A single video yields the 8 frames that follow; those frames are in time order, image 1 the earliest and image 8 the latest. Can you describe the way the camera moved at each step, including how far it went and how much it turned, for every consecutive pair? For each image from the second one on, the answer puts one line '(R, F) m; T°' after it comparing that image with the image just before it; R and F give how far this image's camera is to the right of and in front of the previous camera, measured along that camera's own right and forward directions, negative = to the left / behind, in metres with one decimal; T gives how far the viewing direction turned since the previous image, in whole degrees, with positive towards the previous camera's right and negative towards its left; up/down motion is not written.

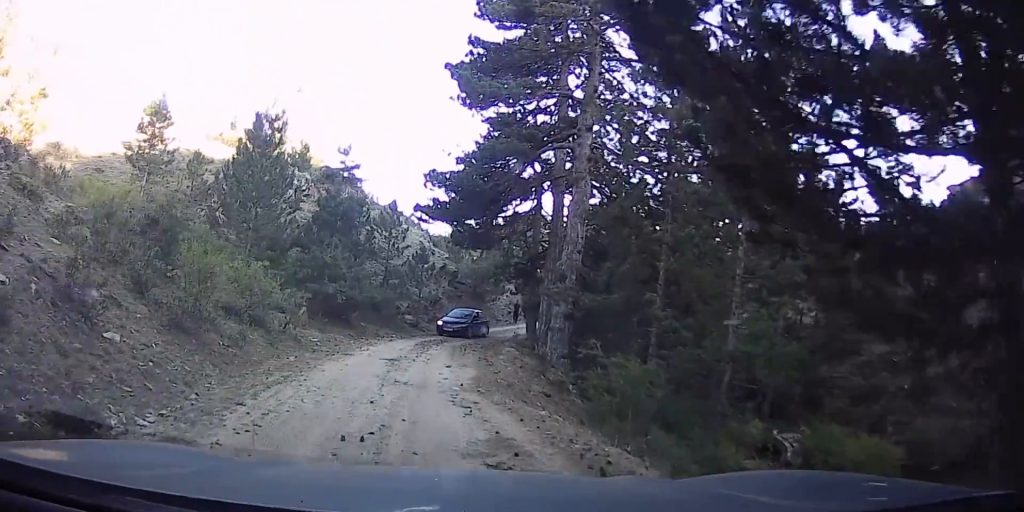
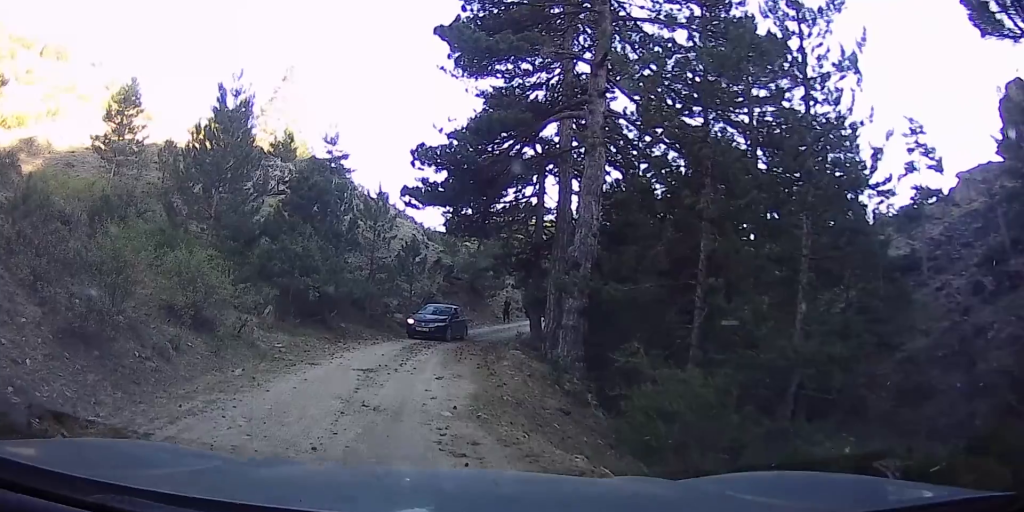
(0.0, +2.2) m; 0°
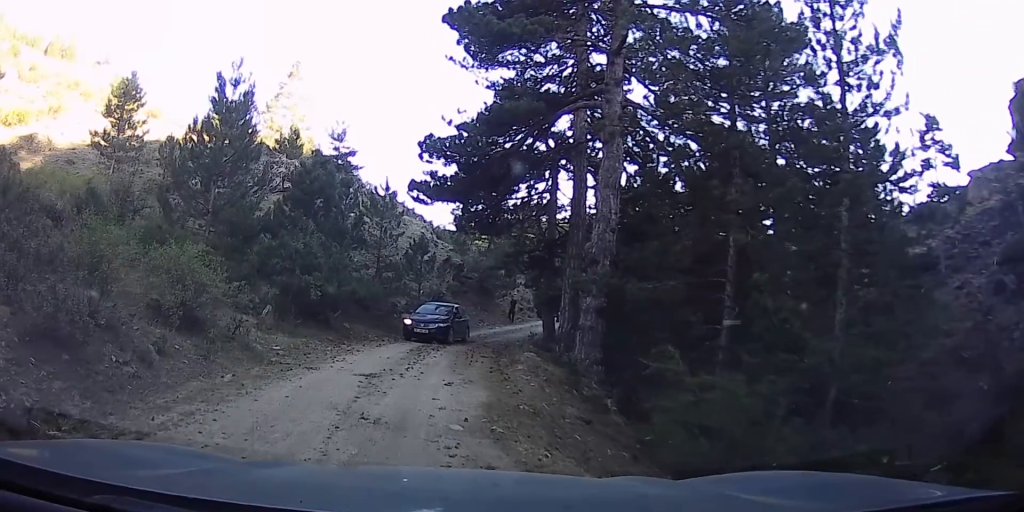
(0.0, +0.5) m; 0°
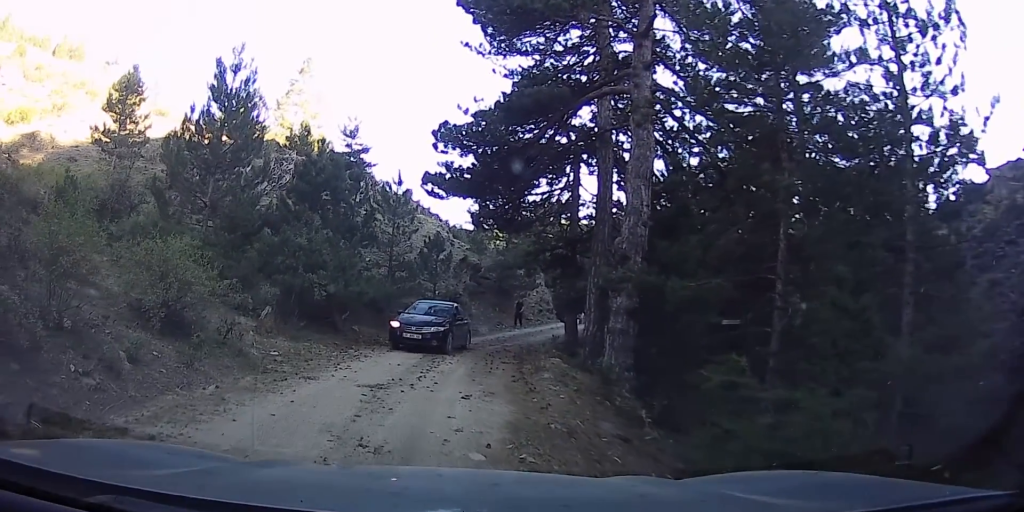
(0.0, +0.4) m; 0°
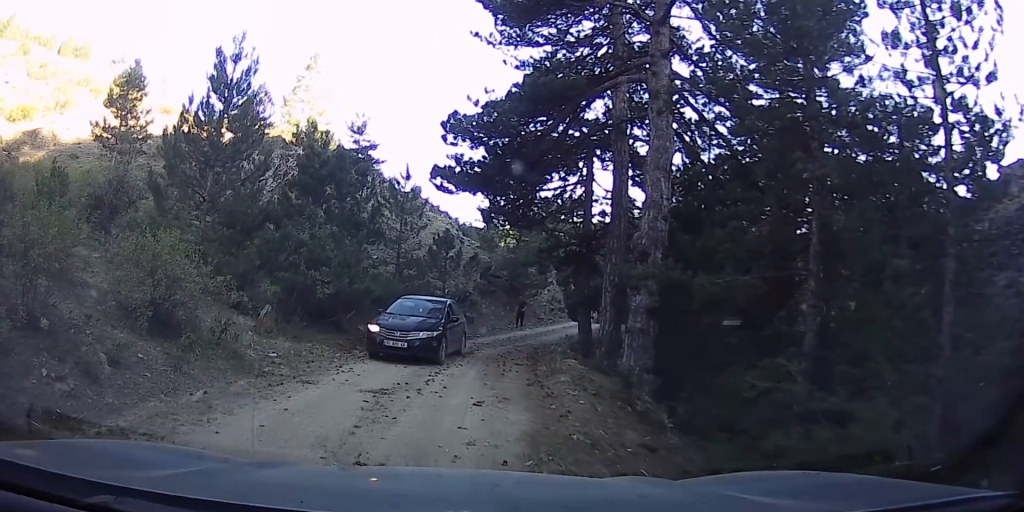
(0.0, +0.2) m; 0°
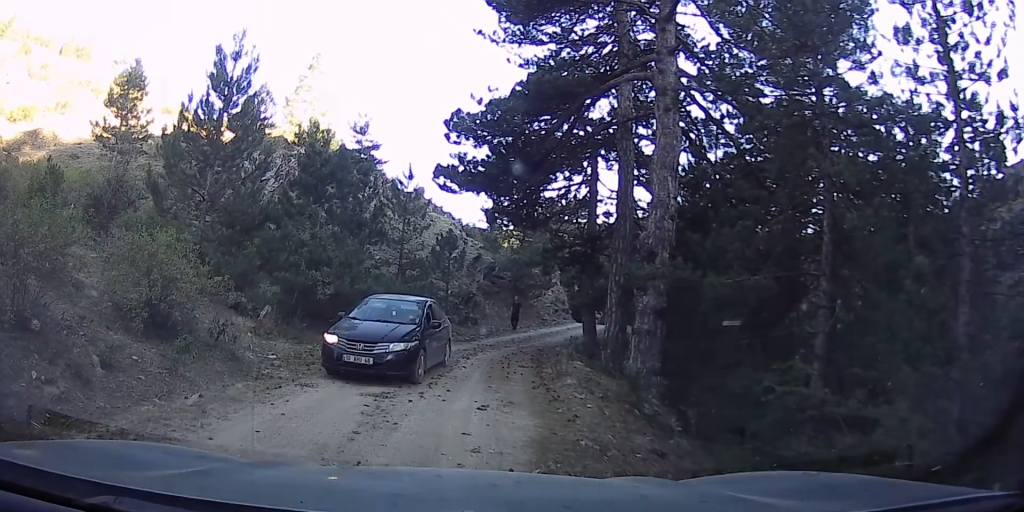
(0.0, +0.2) m; 0°
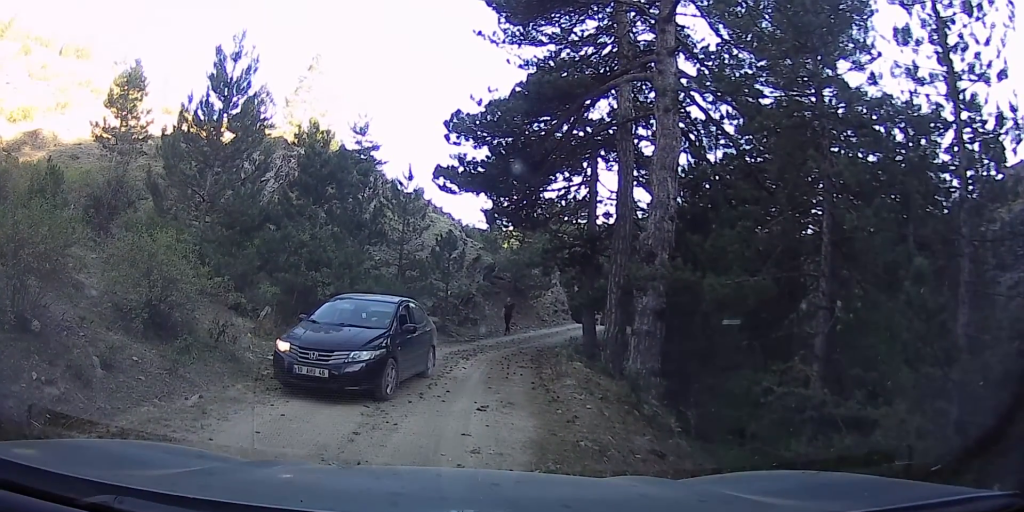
(0.0, 0.0) m; 0°
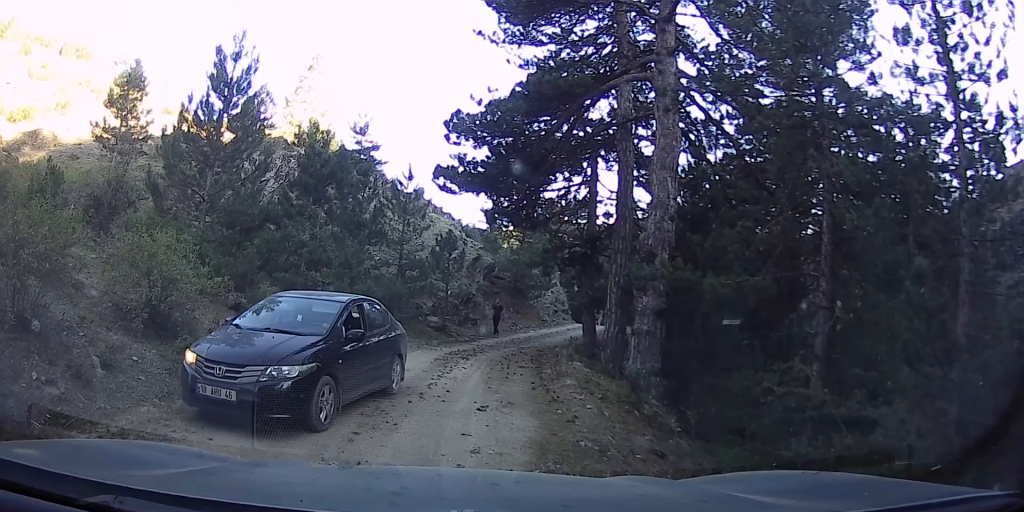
(0.0, +0.3) m; 0°
